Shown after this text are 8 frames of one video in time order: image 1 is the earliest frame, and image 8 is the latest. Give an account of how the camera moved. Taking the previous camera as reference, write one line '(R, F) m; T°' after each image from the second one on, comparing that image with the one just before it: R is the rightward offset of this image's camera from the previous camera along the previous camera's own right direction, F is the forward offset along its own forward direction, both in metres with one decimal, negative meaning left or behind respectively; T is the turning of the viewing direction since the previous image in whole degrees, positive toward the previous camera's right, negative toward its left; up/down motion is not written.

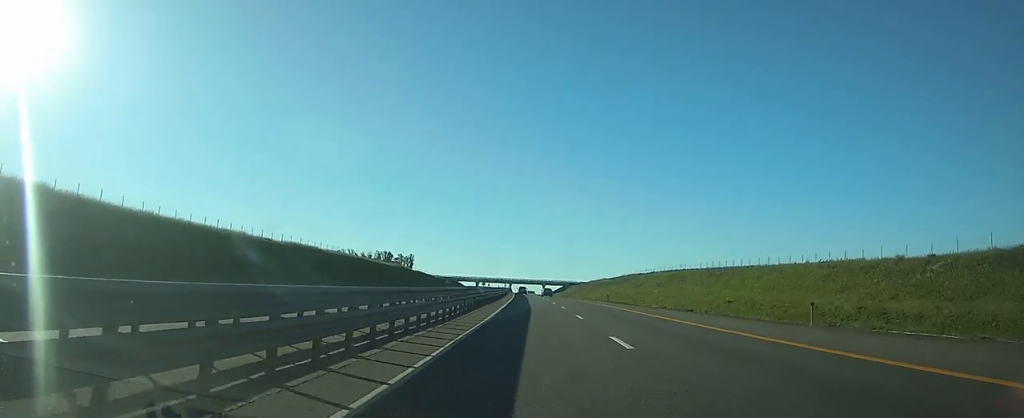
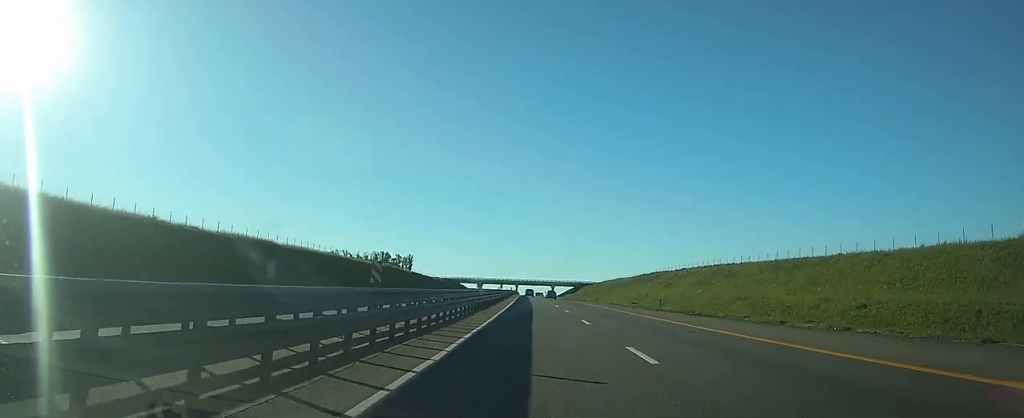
(-0.2, +25.9) m; -1°
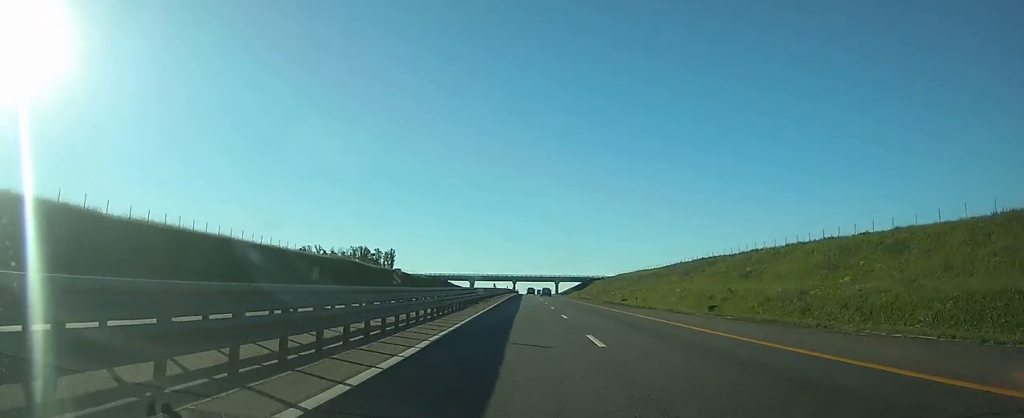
(-0.5, +44.7) m; -1°
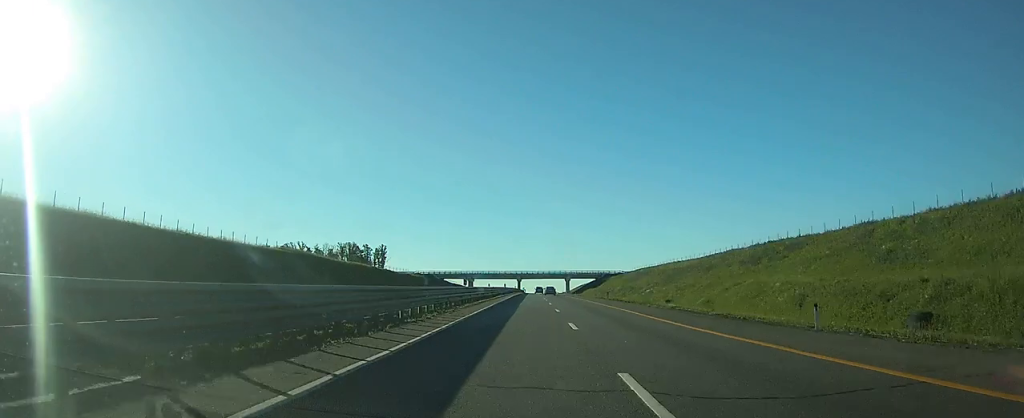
(-0.4, +30.7) m; -1°
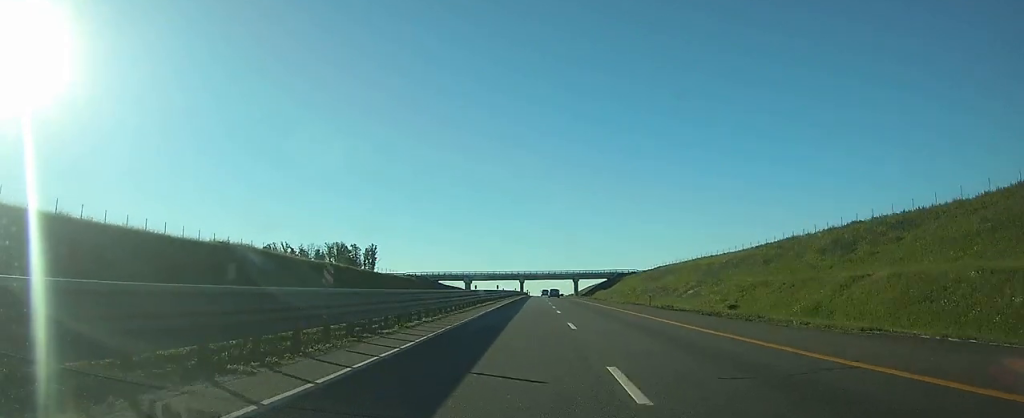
(0.0, +22.7) m; 0°
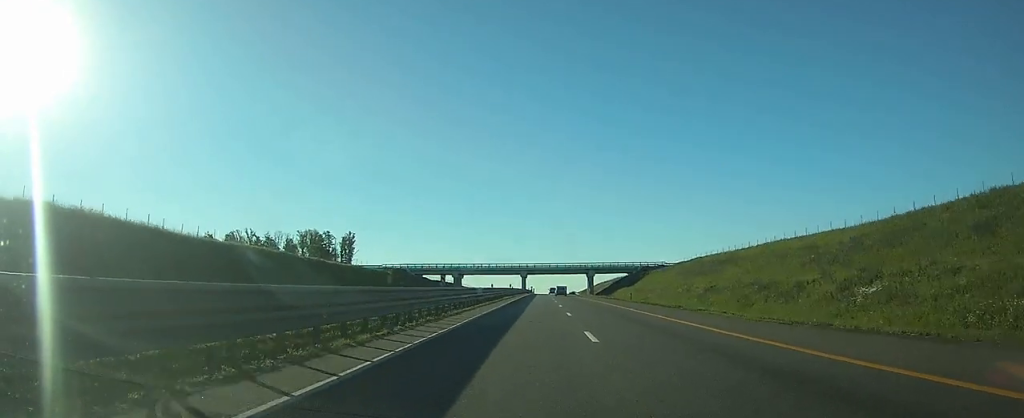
(-0.1, +36.7) m; 0°
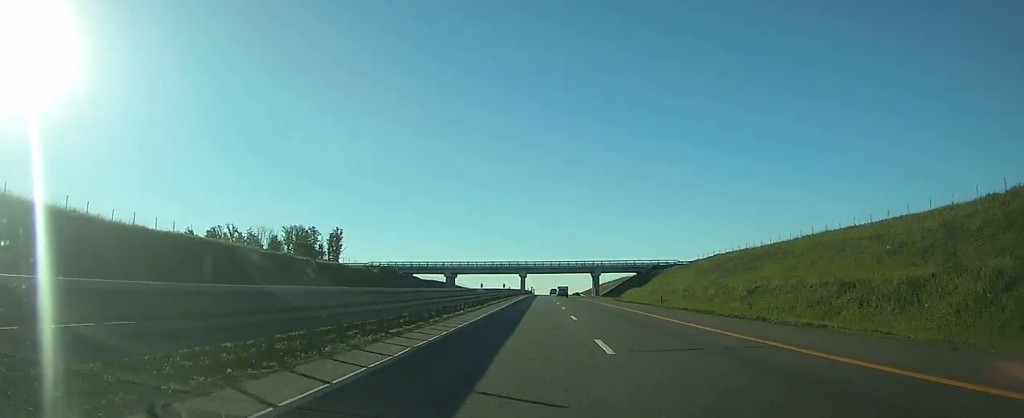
(0.0, +13.9) m; 0°
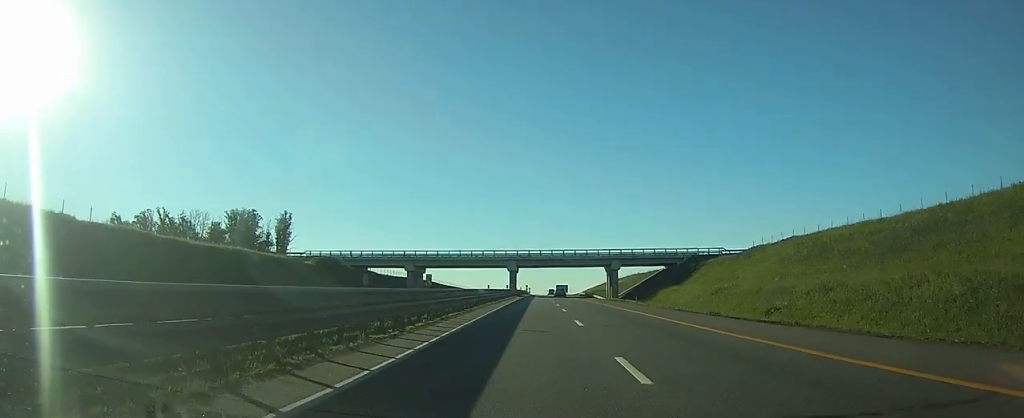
(+0.2, +39.0) m; +1°
